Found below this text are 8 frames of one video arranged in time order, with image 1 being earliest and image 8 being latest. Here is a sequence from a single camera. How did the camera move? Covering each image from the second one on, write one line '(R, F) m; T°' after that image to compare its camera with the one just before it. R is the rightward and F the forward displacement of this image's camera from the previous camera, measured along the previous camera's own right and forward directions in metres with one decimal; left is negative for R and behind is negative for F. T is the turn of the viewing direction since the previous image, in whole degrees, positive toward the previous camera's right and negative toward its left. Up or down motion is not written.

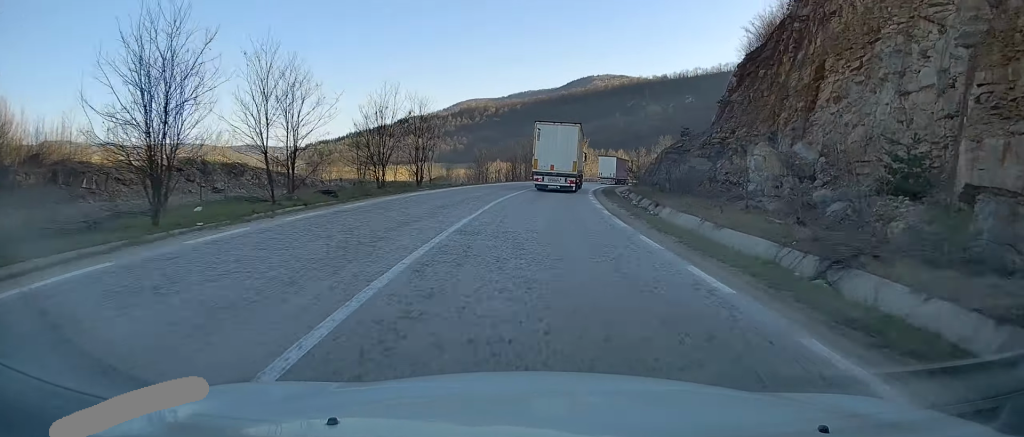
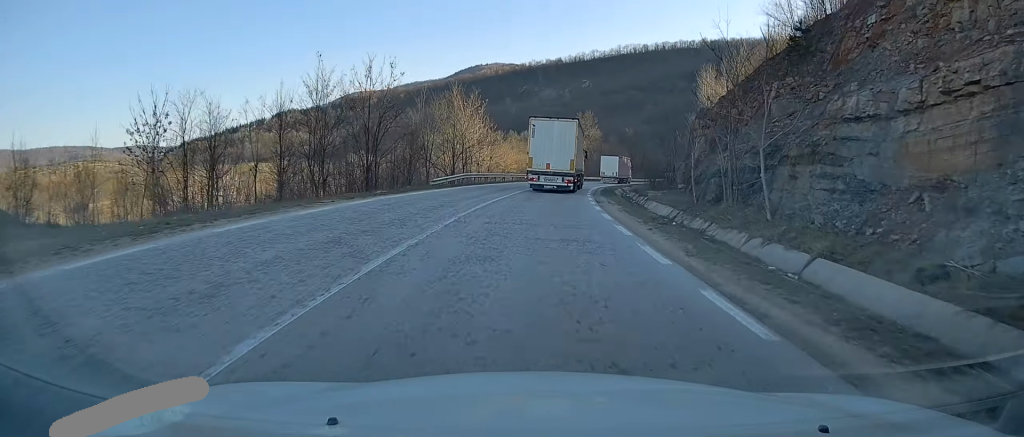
(+5.2, +62.4) m; +10°
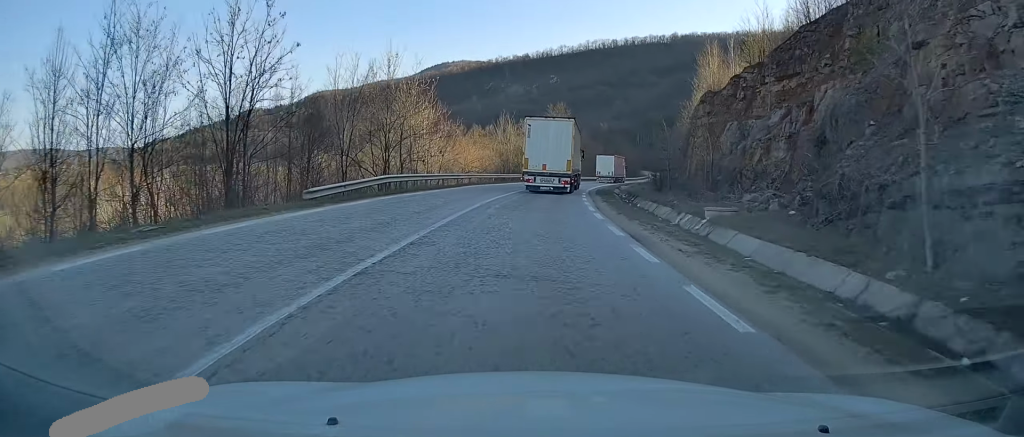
(+0.4, +16.2) m; +3°
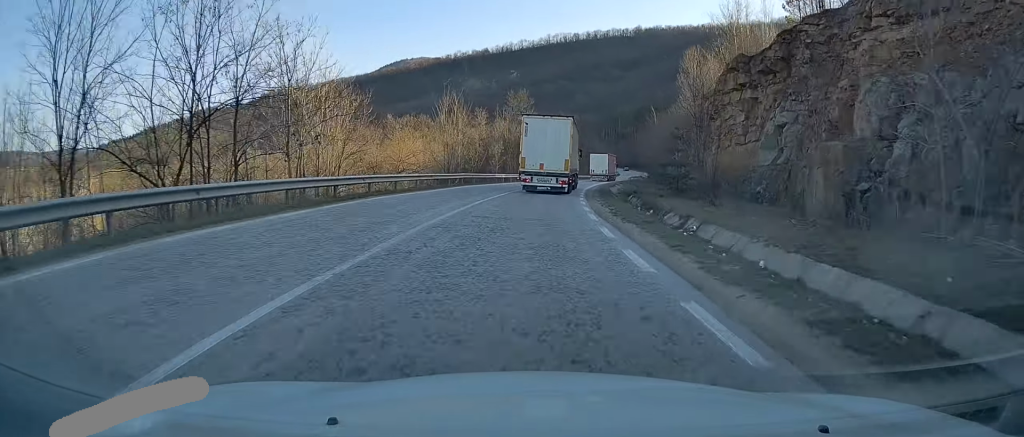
(+0.7, +20.9) m; +4°
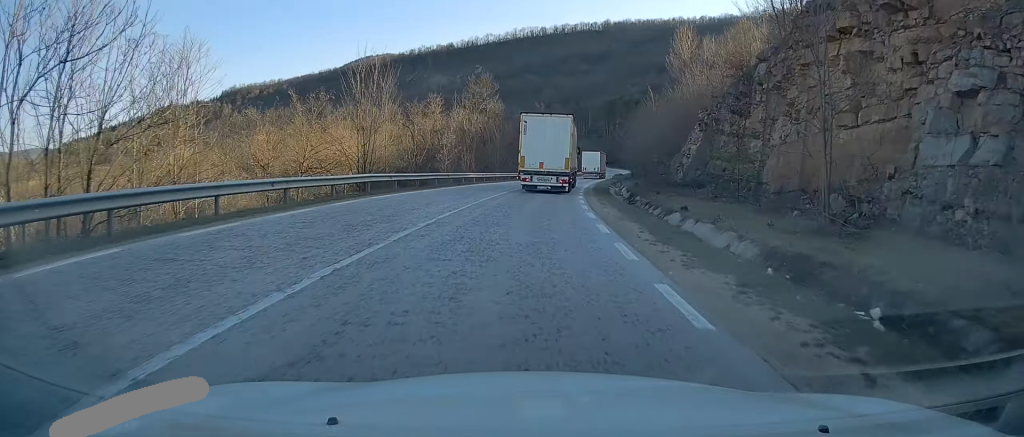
(+0.6, +19.4) m; +3°
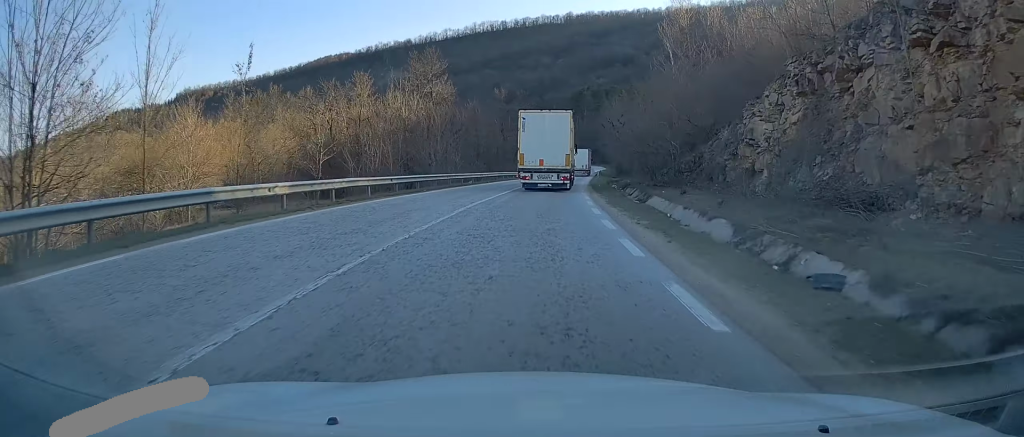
(+0.6, +24.3) m; +3°
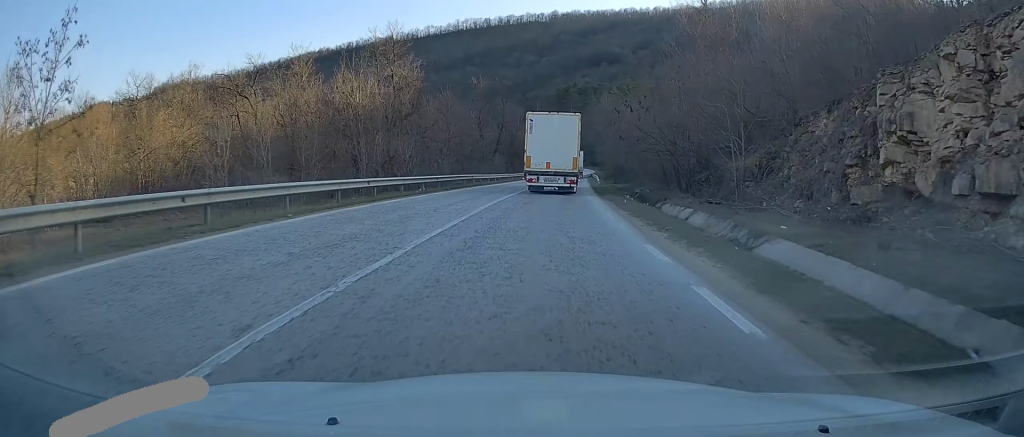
(+0.3, +16.5) m; +2°
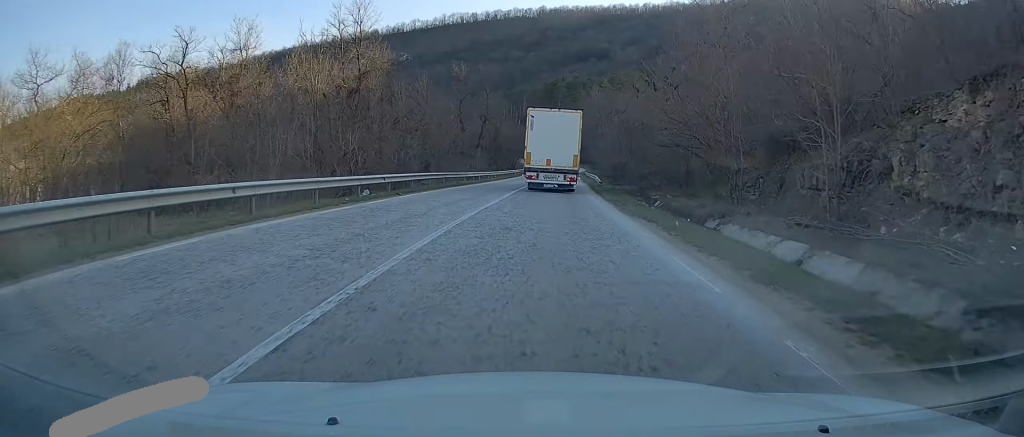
(+0.1, +10.2) m; +1°
